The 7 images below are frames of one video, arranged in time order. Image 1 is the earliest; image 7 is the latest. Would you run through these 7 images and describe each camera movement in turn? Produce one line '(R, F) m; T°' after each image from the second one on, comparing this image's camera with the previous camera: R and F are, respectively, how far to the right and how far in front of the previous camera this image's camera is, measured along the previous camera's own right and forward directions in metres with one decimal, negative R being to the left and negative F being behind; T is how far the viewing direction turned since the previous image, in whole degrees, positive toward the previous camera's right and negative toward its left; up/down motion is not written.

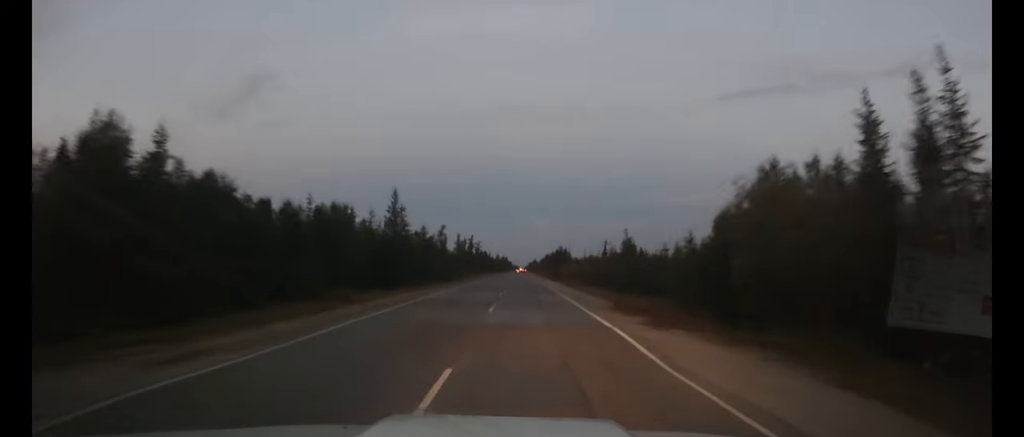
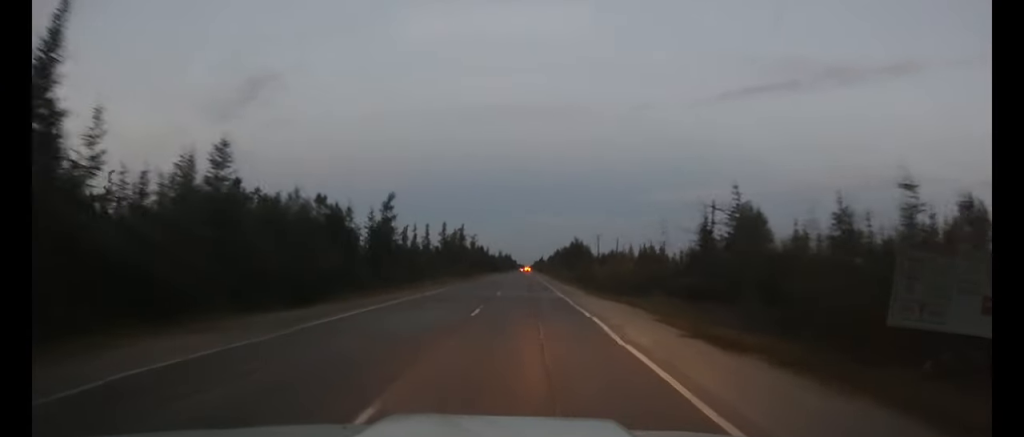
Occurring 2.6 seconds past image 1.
(+0.2, +45.0) m; 0°
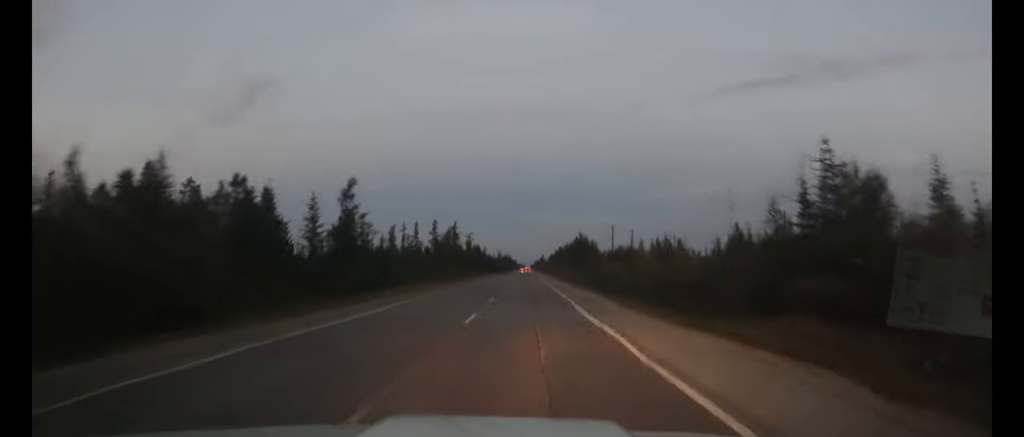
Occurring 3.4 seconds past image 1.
(0.0, +14.2) m; 0°
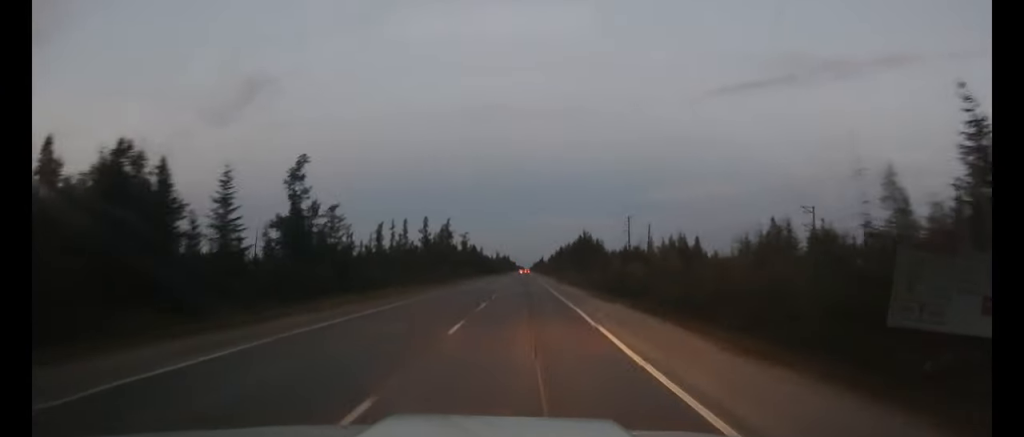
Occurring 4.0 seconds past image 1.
(0.0, +11.9) m; 0°
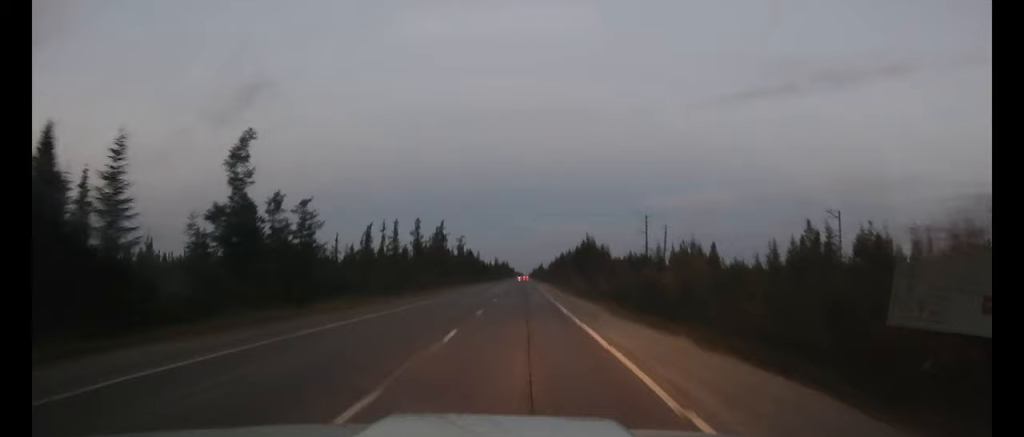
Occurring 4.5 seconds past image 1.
(0.0, +8.9) m; 0°
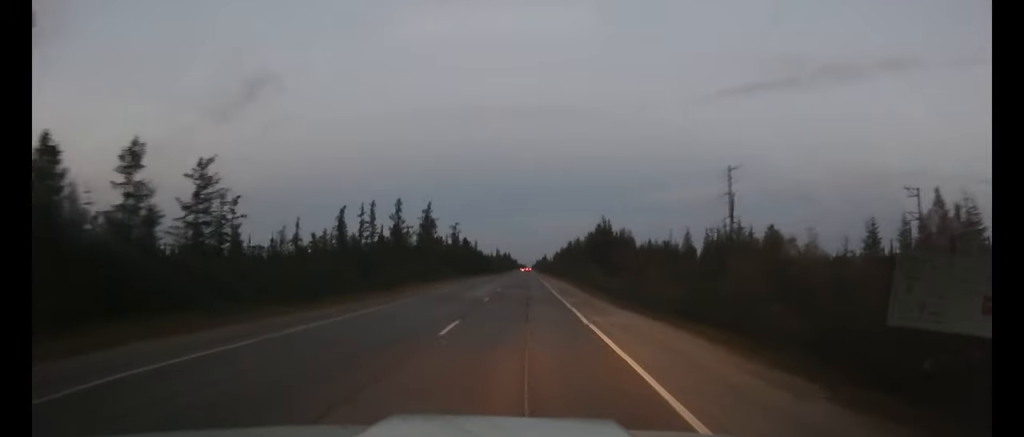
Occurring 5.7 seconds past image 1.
(0.0, +20.3) m; 0°
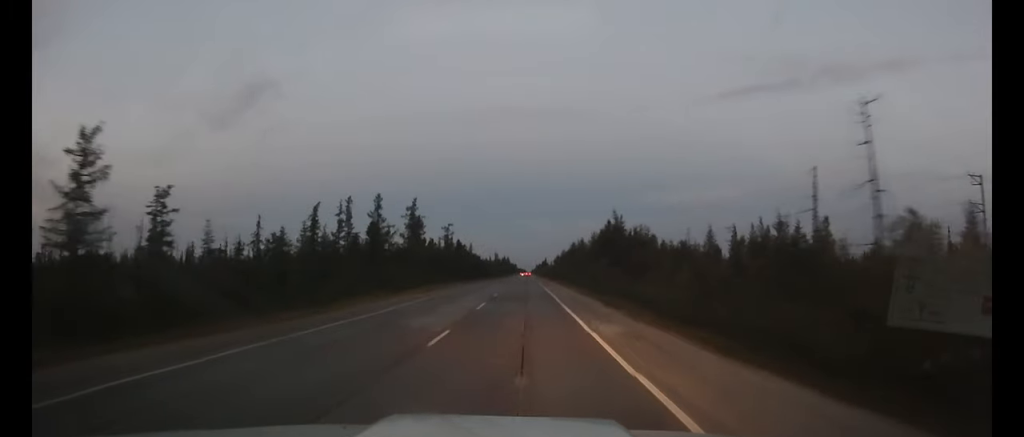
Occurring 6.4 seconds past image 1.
(0.0, +13.2) m; 0°
